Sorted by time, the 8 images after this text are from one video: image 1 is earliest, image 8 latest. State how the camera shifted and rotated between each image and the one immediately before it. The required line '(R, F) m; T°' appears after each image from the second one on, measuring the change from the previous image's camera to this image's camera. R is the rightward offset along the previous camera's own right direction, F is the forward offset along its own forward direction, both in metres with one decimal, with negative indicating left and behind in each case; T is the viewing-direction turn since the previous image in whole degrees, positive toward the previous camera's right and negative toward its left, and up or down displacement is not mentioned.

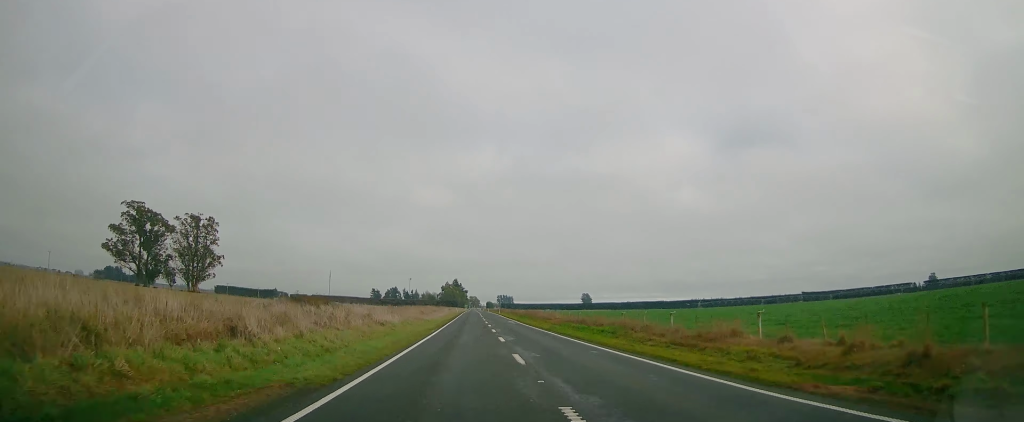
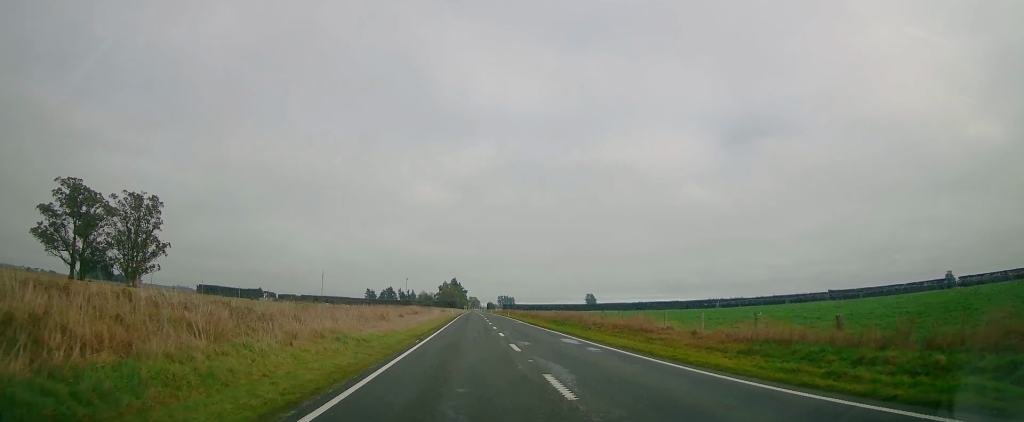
(0.0, +36.1) m; +1°
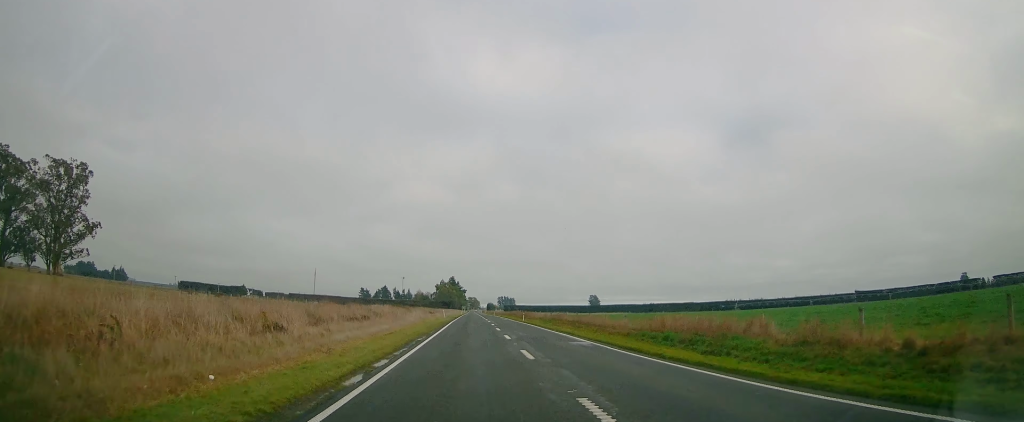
(+0.4, +32.8) m; 0°
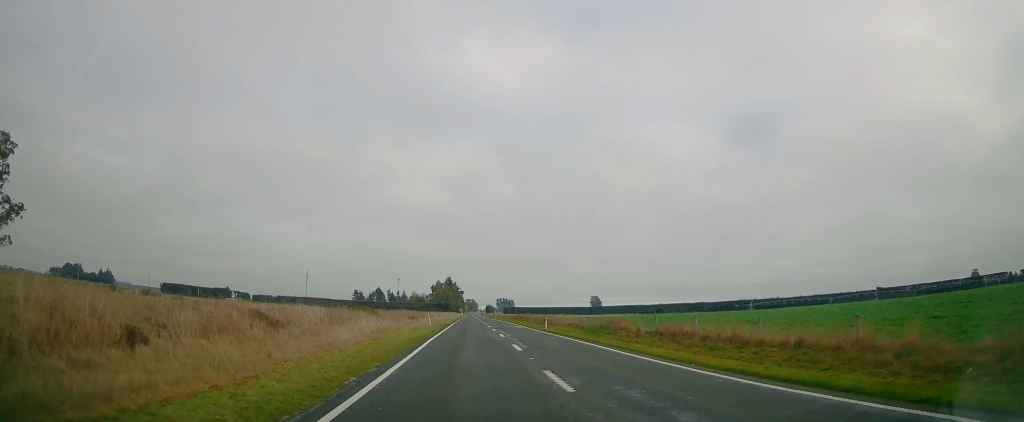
(-0.3, +25.4) m; 0°
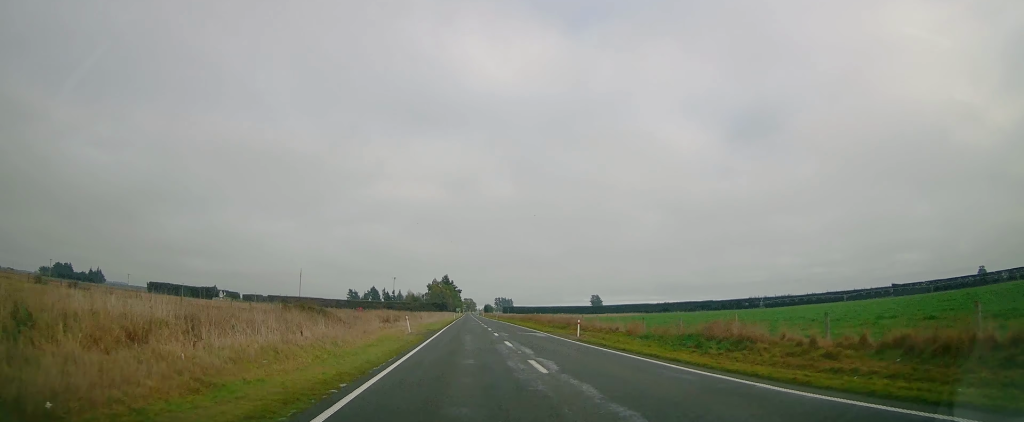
(+0.2, +17.3) m; +1°
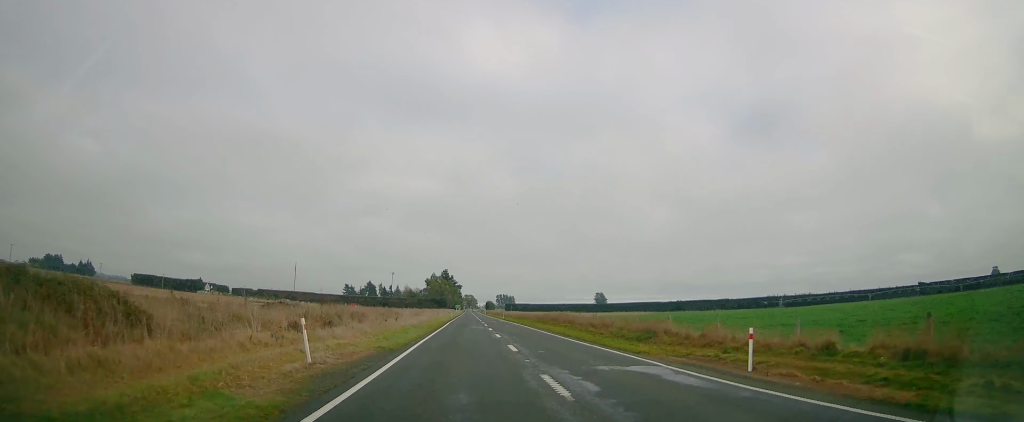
(+0.2, +23.6) m; 0°
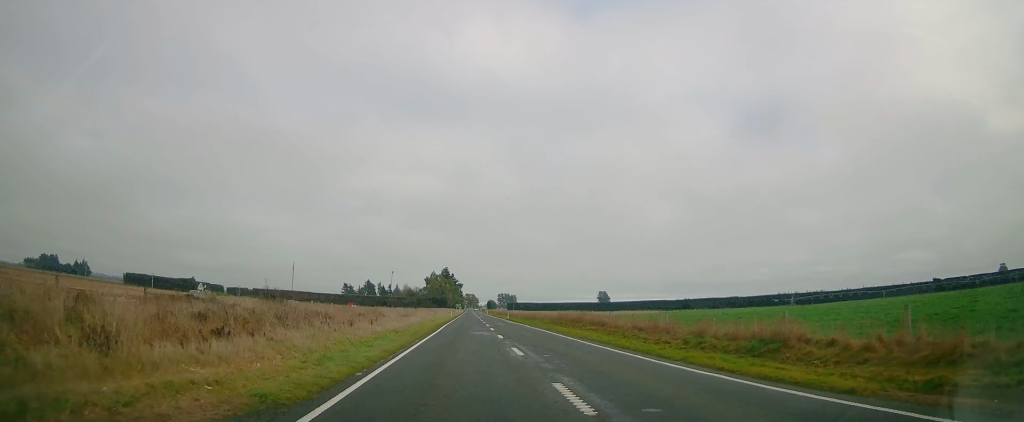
(0.0, +11.8) m; 0°
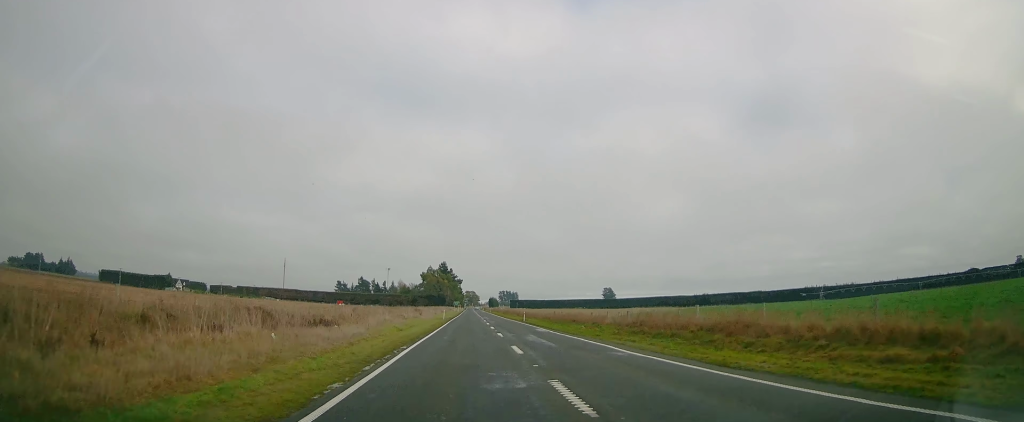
(-0.3, +29.7) m; -1°
